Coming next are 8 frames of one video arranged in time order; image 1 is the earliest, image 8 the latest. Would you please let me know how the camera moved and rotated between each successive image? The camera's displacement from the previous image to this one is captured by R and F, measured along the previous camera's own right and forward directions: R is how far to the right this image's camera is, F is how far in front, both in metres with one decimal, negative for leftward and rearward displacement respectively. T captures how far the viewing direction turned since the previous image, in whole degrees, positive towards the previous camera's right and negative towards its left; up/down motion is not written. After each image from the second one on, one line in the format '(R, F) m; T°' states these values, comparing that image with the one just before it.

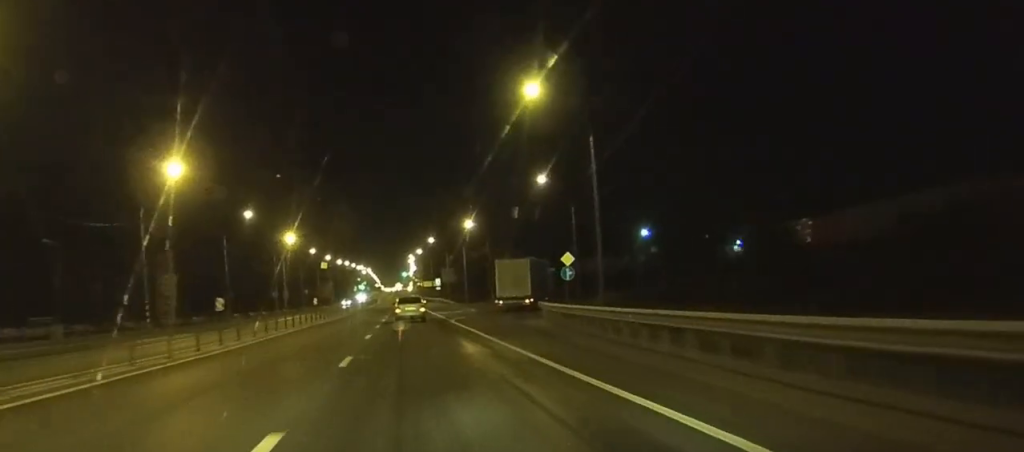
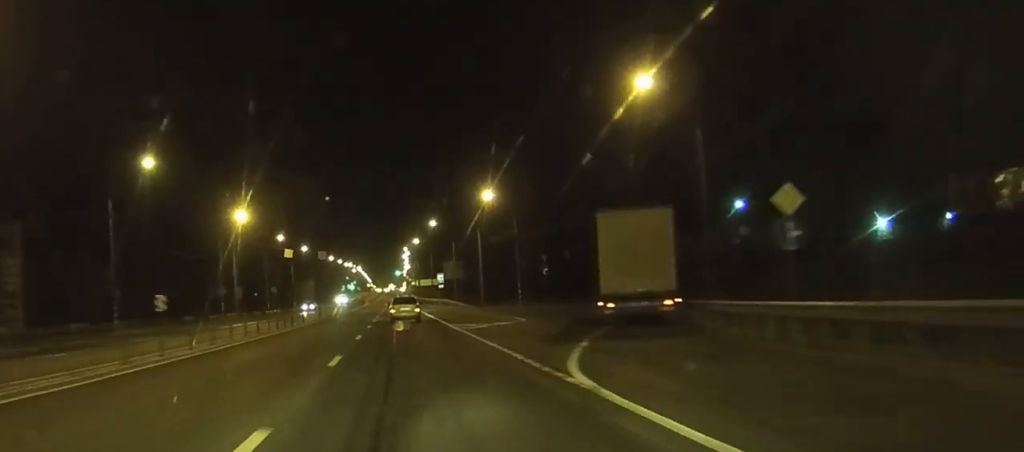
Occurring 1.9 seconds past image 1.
(+0.1, +35.5) m; 0°
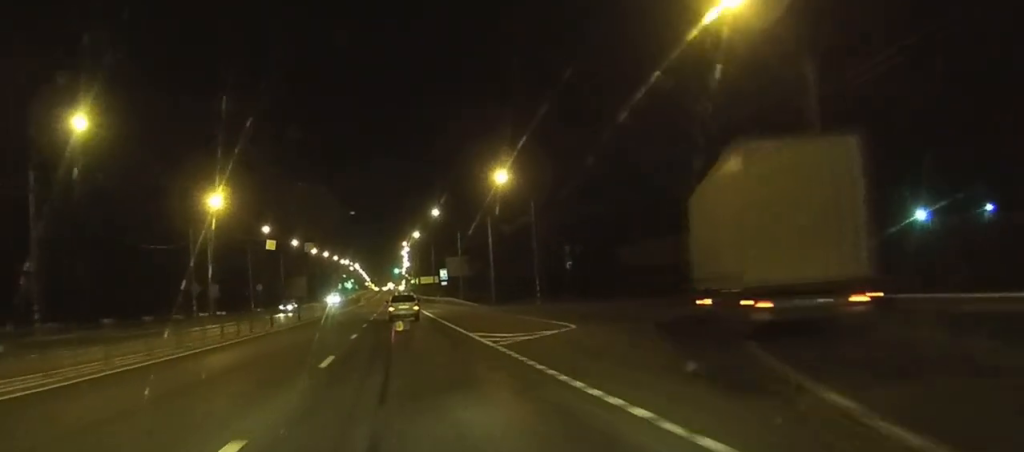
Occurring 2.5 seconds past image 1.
(0.0, +12.6) m; 0°
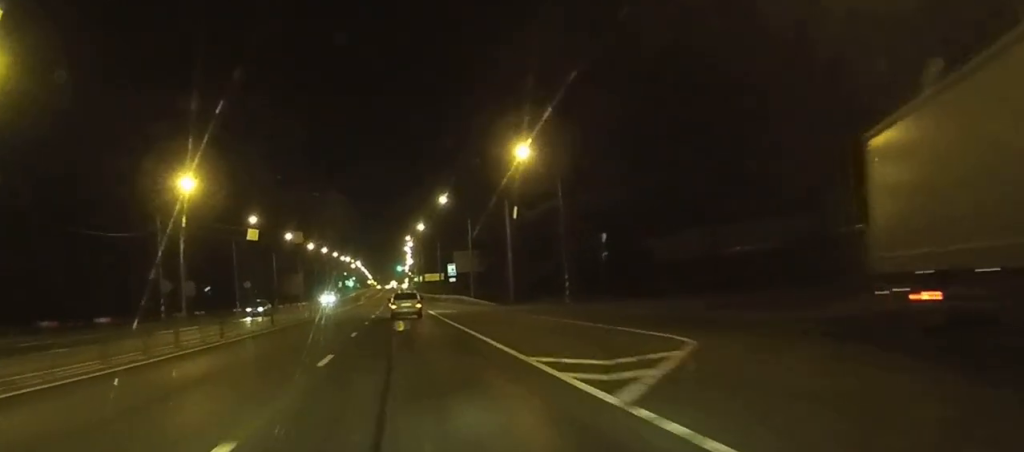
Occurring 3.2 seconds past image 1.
(0.0, +12.0) m; 0°
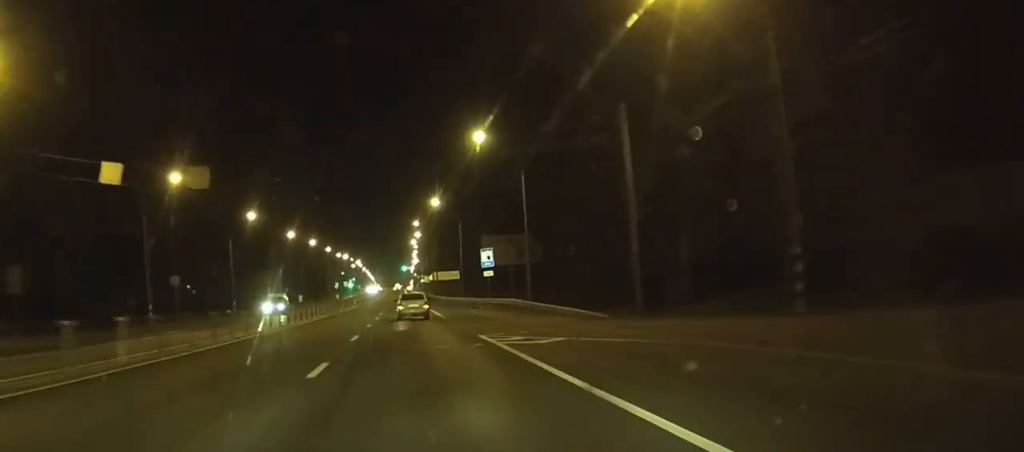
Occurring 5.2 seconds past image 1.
(-0.2, +37.8) m; -1°
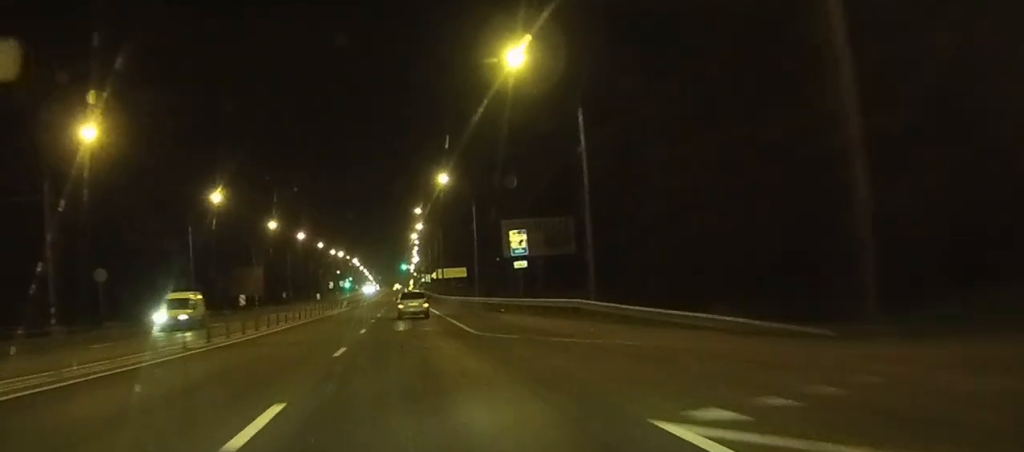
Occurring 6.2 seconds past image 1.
(0.0, +18.7) m; 0°
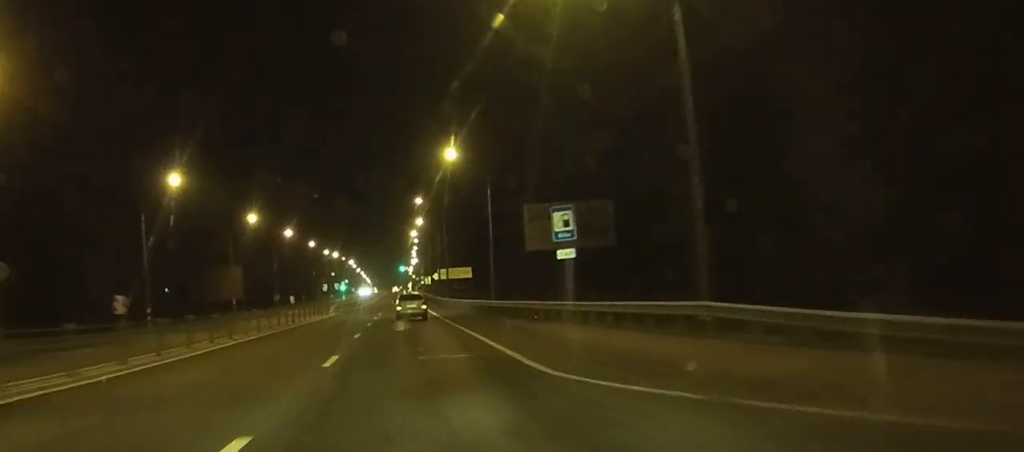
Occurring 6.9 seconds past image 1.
(0.0, +14.3) m; 0°
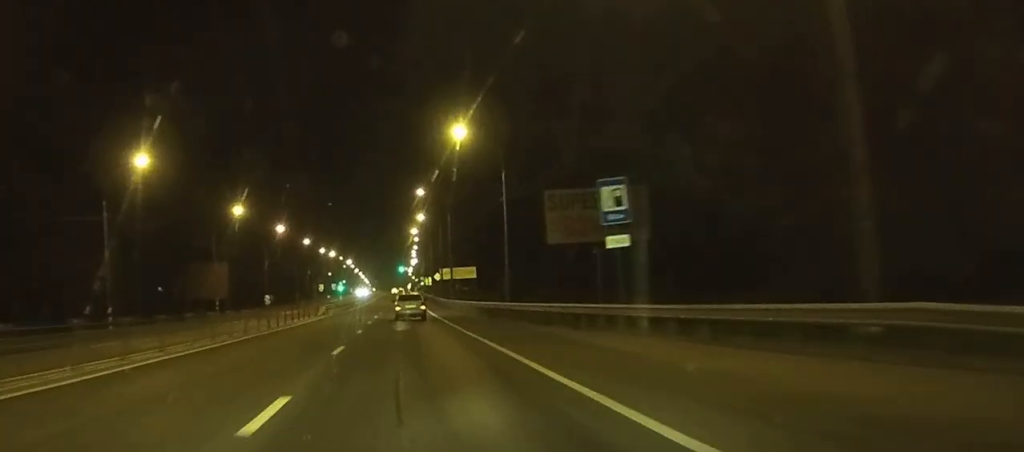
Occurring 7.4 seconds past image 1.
(0.0, +8.7) m; 0°
